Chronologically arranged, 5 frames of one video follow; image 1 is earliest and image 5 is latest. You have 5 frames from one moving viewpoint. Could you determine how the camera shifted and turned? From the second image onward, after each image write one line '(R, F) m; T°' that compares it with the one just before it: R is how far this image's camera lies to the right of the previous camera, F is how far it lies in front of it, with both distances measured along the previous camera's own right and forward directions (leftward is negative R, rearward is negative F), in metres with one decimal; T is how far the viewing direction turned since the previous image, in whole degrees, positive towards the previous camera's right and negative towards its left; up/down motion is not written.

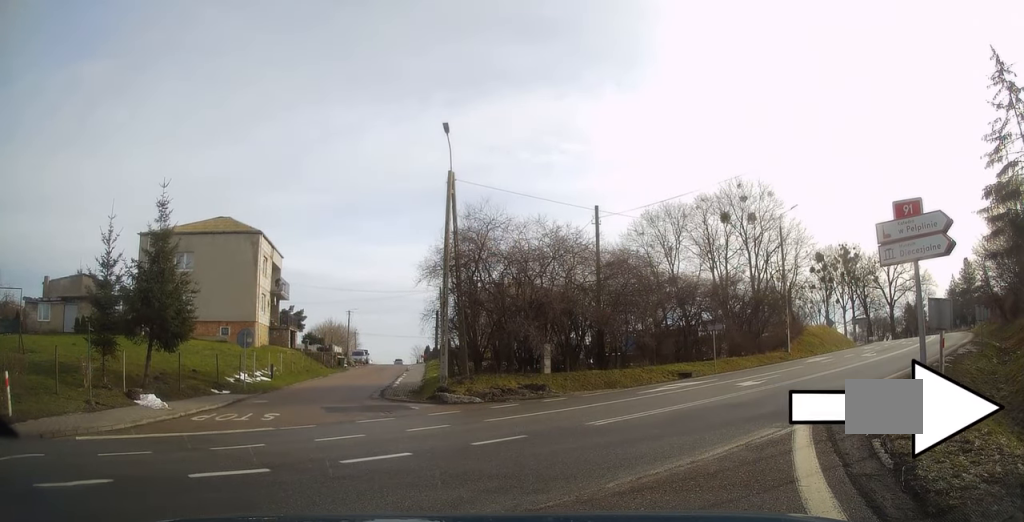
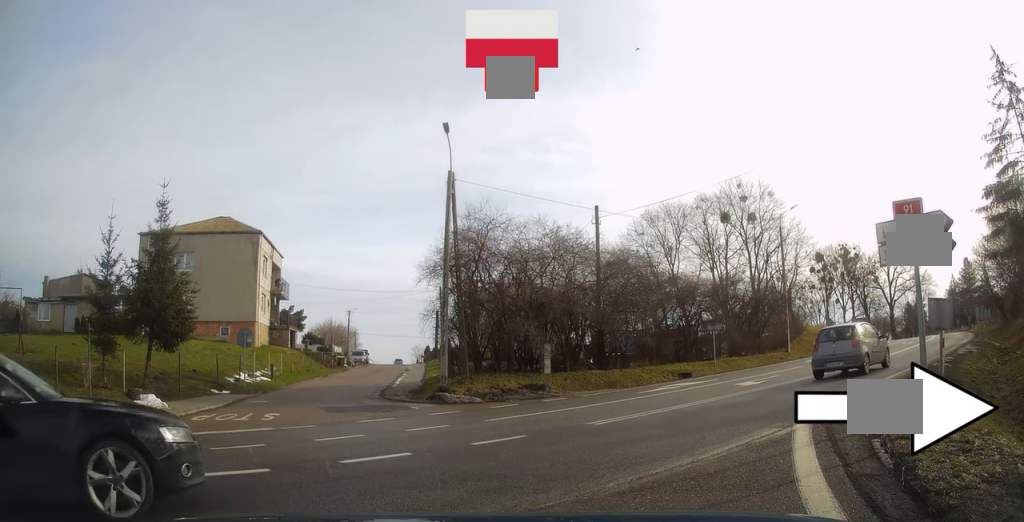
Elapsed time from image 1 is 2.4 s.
(0.0, 0.0) m; 0°
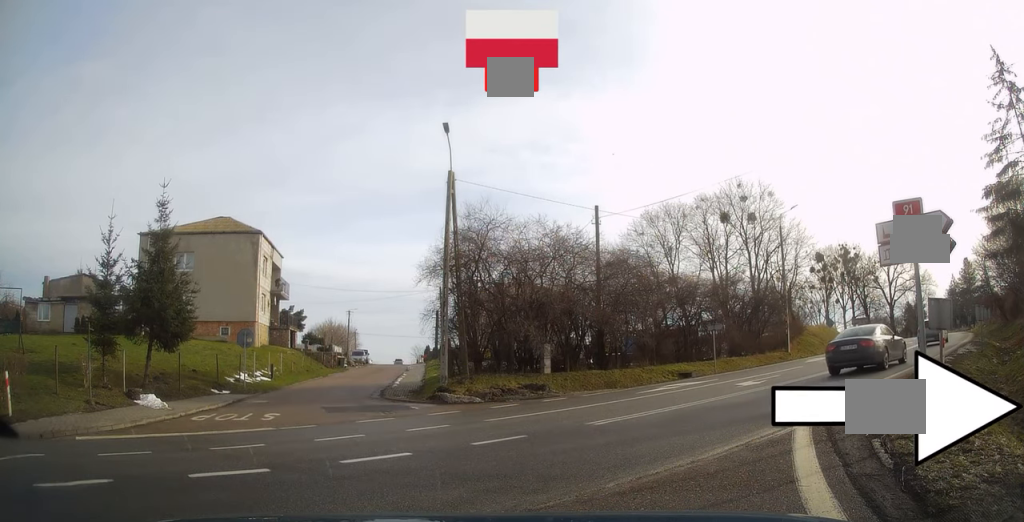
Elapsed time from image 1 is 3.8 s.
(0.0, 0.0) m; 0°
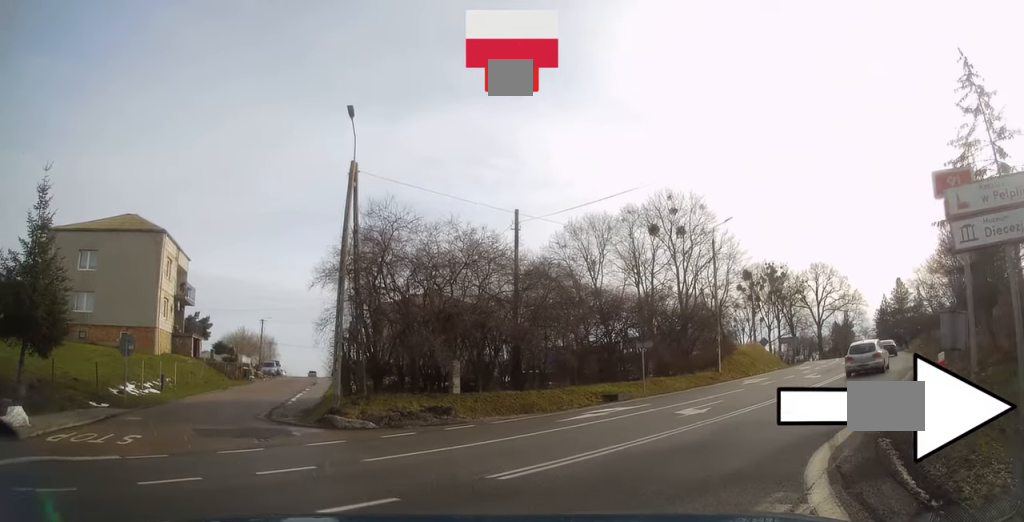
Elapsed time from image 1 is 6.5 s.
(+0.6, +0.5) m; +20°
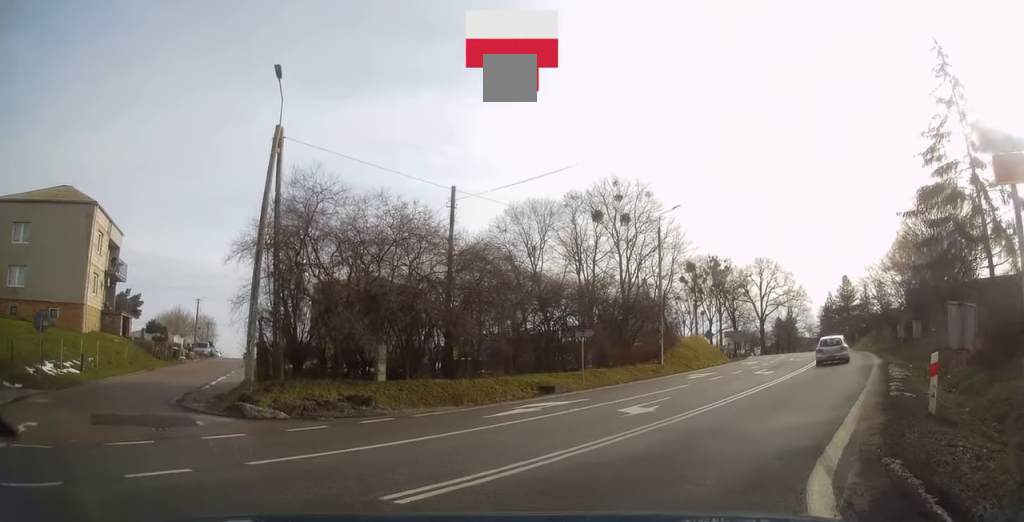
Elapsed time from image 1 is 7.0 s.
(-0.2, +1.5) m; +1°
